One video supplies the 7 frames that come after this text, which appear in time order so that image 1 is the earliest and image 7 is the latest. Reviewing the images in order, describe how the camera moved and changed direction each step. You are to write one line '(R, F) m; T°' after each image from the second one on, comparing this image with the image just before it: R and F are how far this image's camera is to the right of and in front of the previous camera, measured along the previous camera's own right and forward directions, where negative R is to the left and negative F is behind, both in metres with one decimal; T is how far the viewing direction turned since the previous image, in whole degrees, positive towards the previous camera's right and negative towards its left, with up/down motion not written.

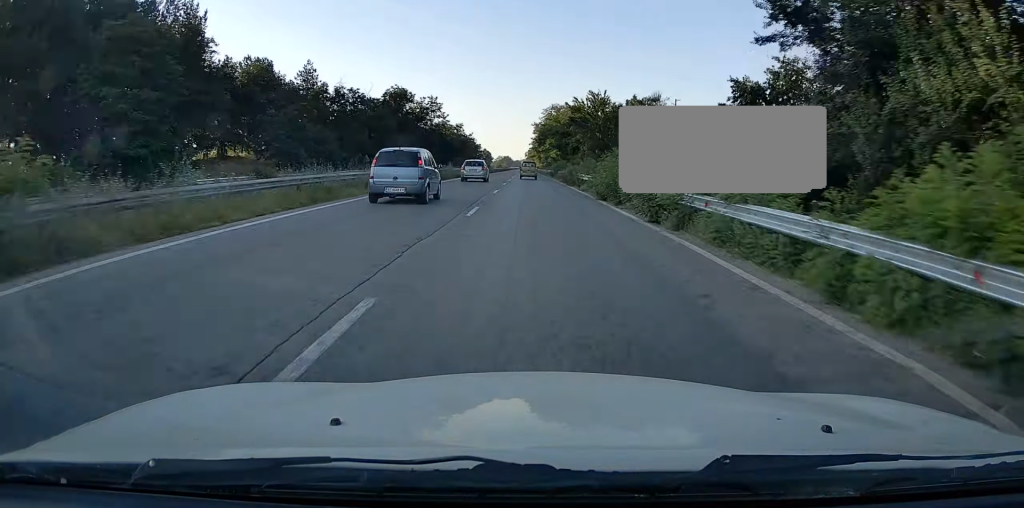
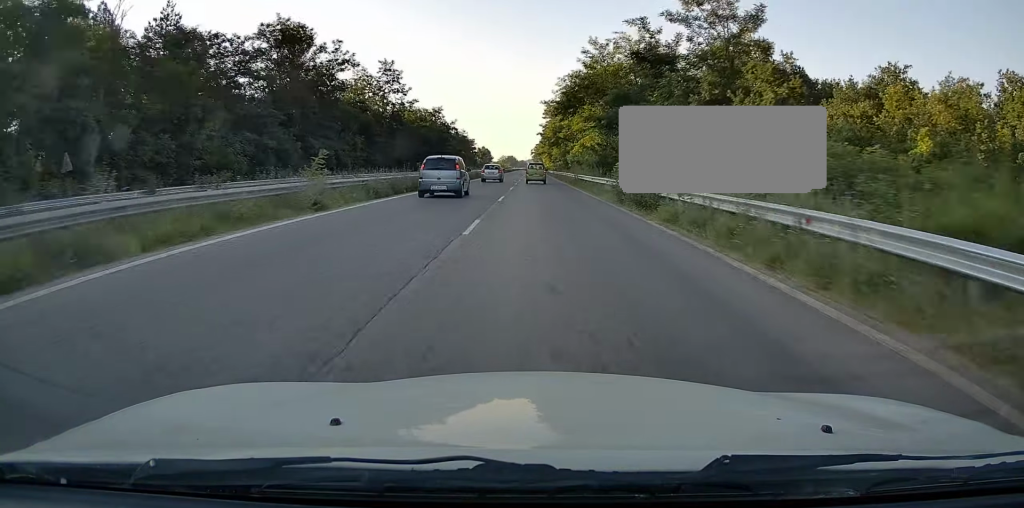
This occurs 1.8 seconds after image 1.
(0.0, +51.7) m; 0°
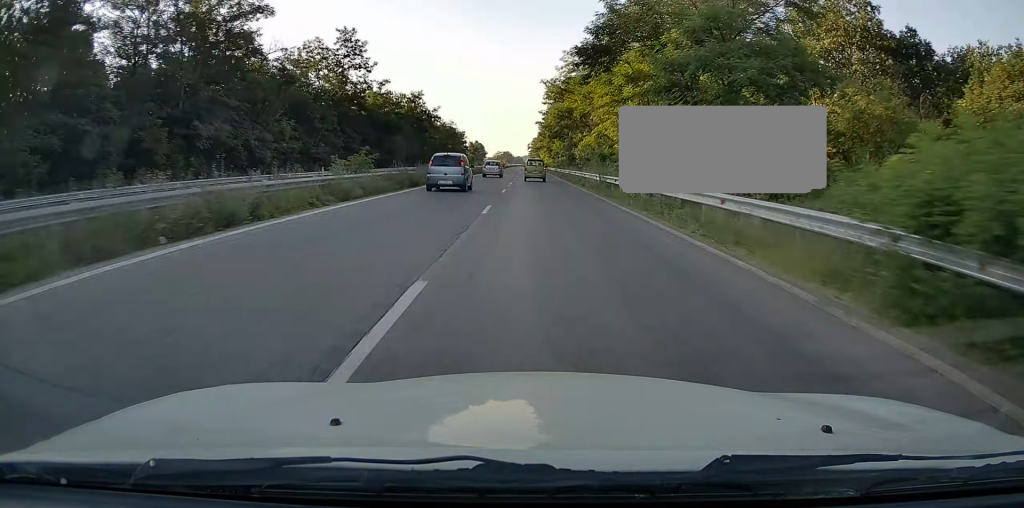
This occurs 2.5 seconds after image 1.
(0.0, +19.8) m; 0°
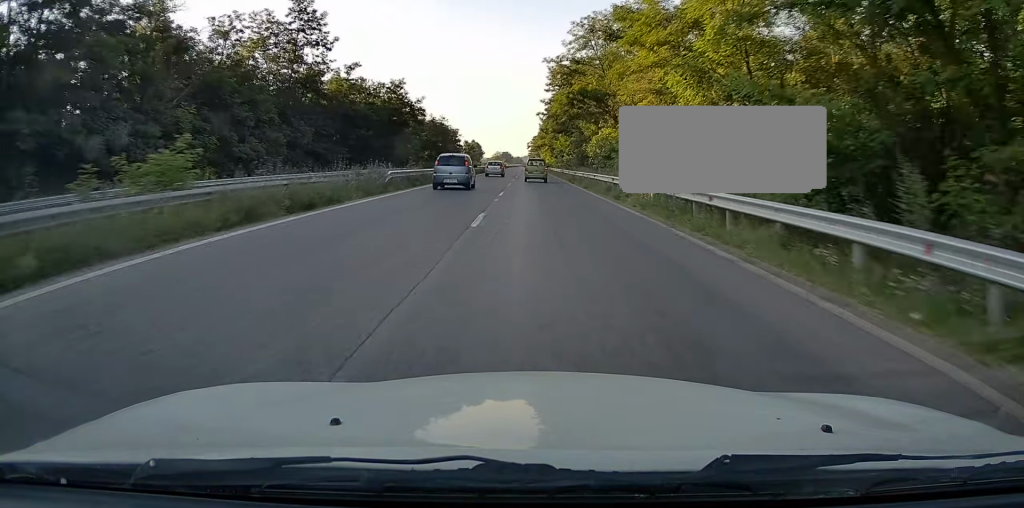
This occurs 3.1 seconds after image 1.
(-0.1, +15.1) m; 0°
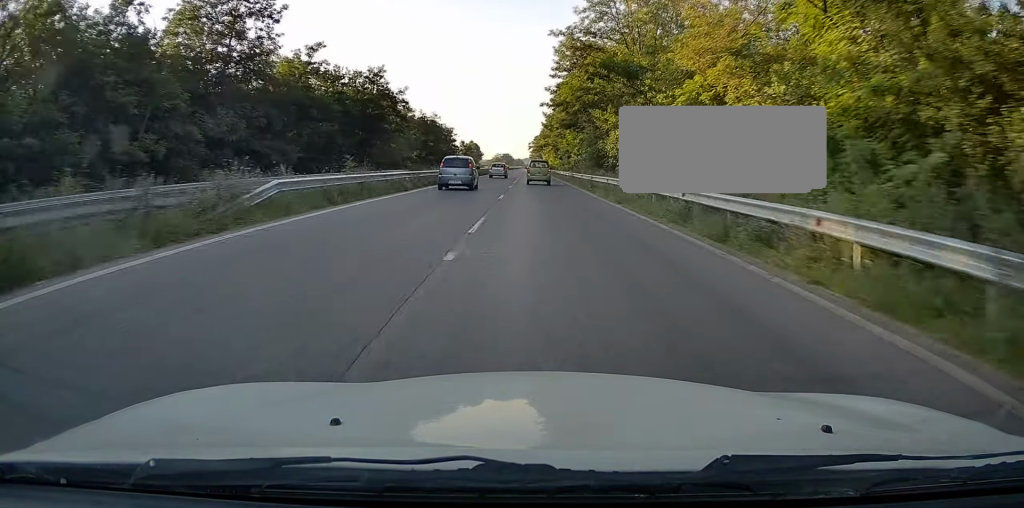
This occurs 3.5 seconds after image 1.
(0.0, +13.3) m; 0°
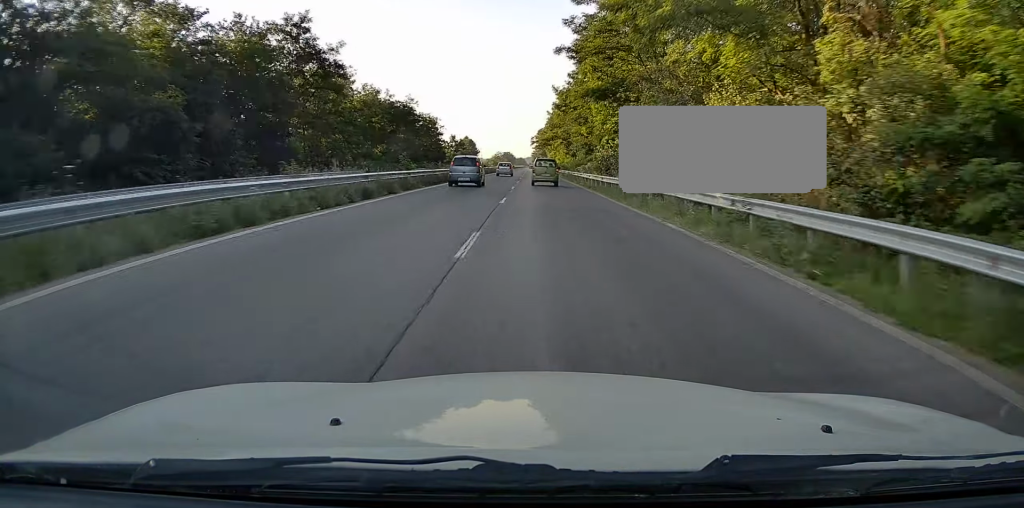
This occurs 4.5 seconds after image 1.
(+0.1, +27.5) m; 0°
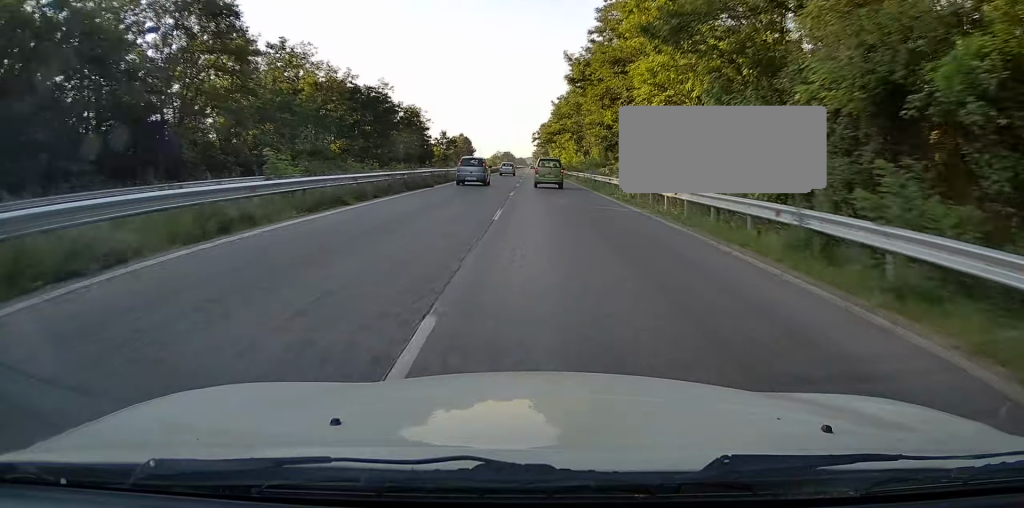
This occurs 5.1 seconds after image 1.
(+0.1, +18.0) m; 0°
